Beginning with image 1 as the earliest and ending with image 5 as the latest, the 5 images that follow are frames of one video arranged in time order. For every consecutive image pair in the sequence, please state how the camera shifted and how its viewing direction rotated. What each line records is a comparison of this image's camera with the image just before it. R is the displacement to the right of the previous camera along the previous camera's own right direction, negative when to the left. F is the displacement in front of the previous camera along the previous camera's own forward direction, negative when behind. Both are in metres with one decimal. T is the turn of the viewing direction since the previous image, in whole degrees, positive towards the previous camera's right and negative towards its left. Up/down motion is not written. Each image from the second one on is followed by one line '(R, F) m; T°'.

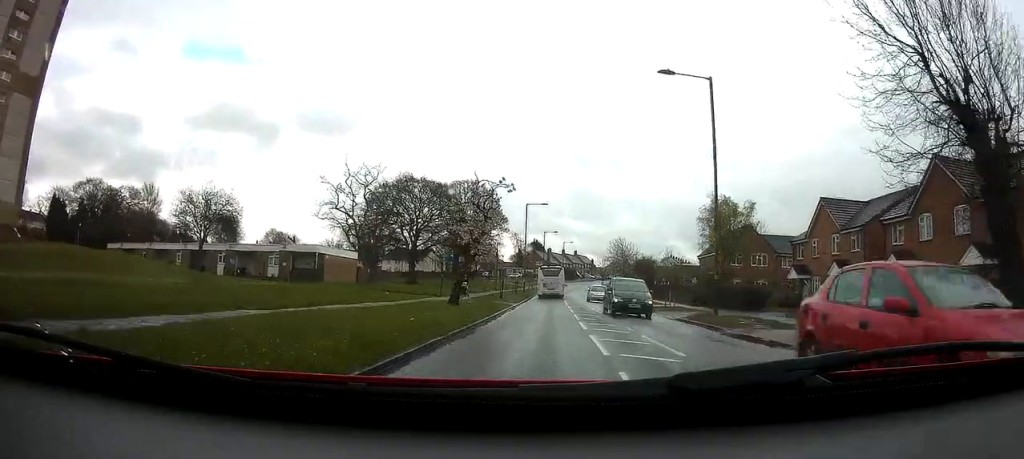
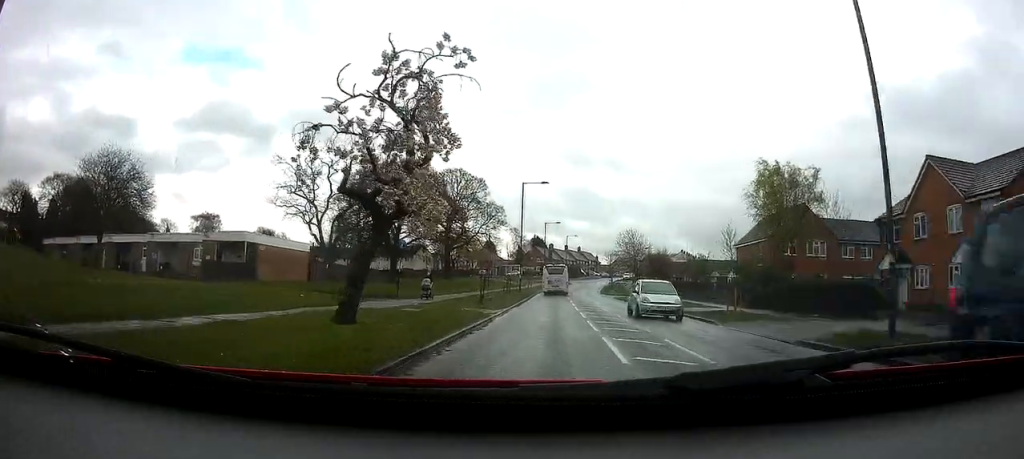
(0.0, +12.6) m; +1°
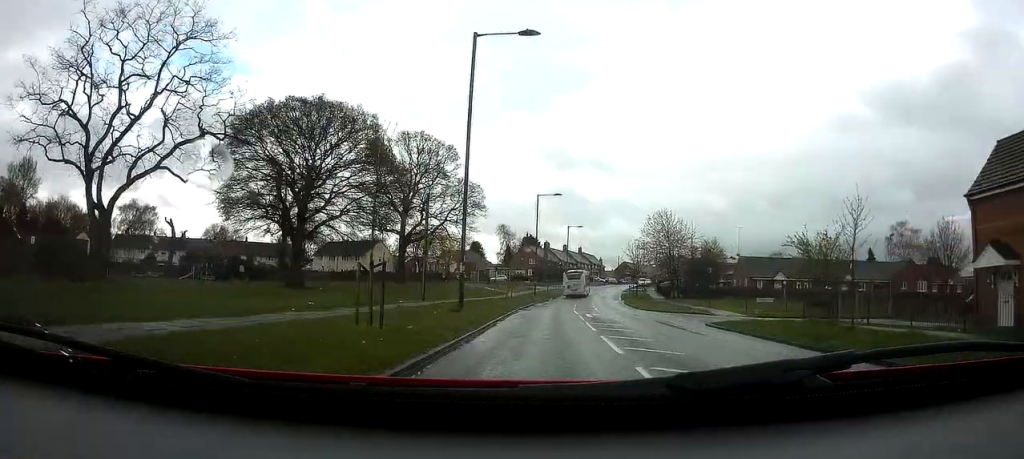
(+0.7, +32.8) m; +2°
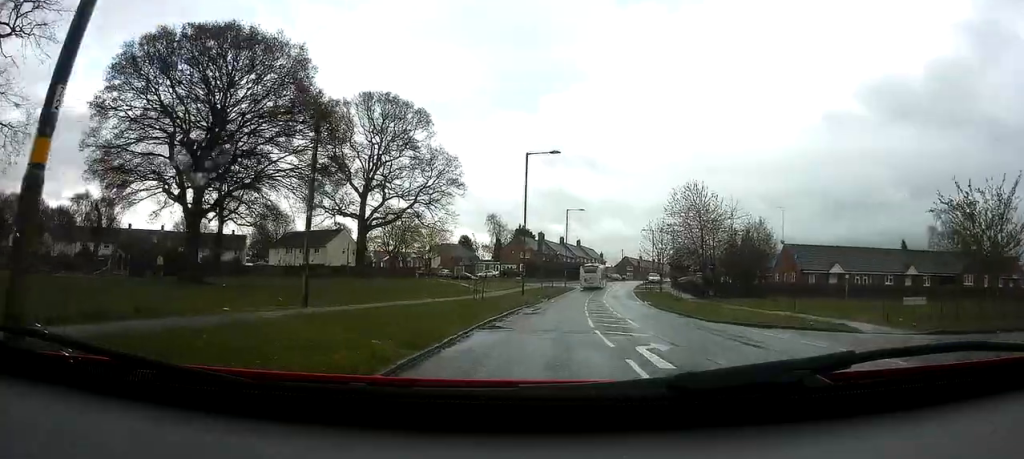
(+0.6, +16.6) m; +2°
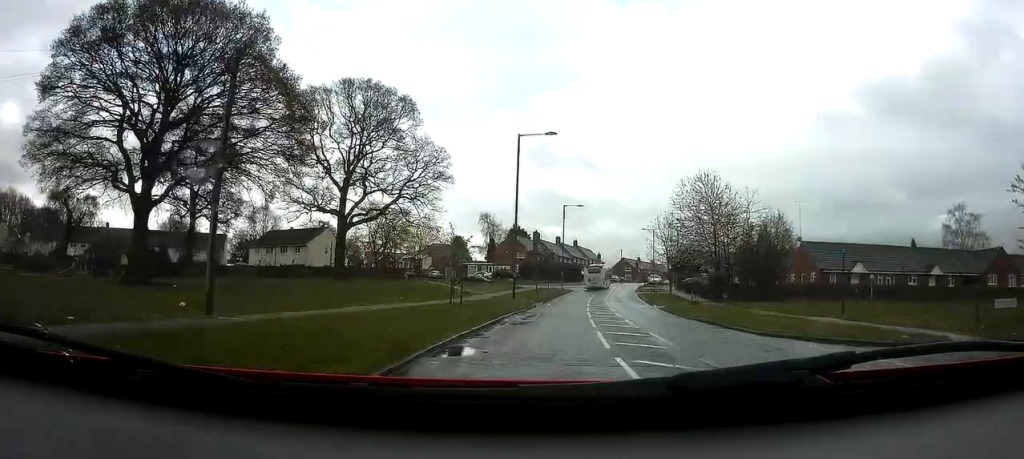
(0.0, +5.4) m; 0°
